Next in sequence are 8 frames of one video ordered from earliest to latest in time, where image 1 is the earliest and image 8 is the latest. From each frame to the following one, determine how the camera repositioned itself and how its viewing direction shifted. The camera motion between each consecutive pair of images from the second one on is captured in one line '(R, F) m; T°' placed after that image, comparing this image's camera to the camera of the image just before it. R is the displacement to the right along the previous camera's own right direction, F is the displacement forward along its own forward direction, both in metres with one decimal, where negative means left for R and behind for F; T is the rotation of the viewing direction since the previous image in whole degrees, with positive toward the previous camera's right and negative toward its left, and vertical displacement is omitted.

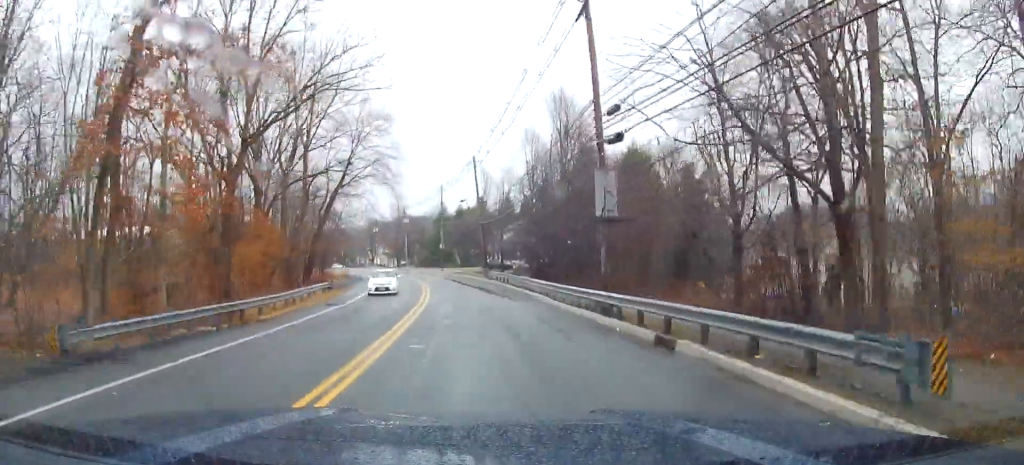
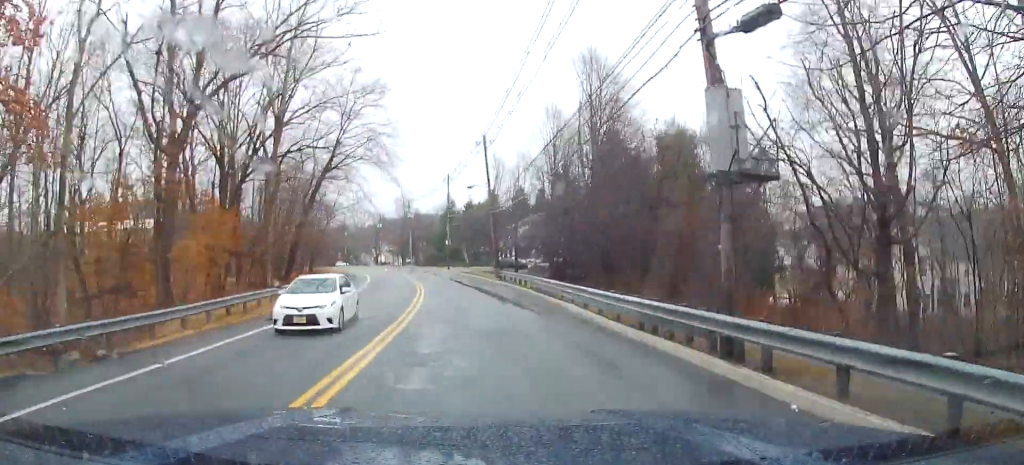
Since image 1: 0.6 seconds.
(-0.1, +8.8) m; 0°
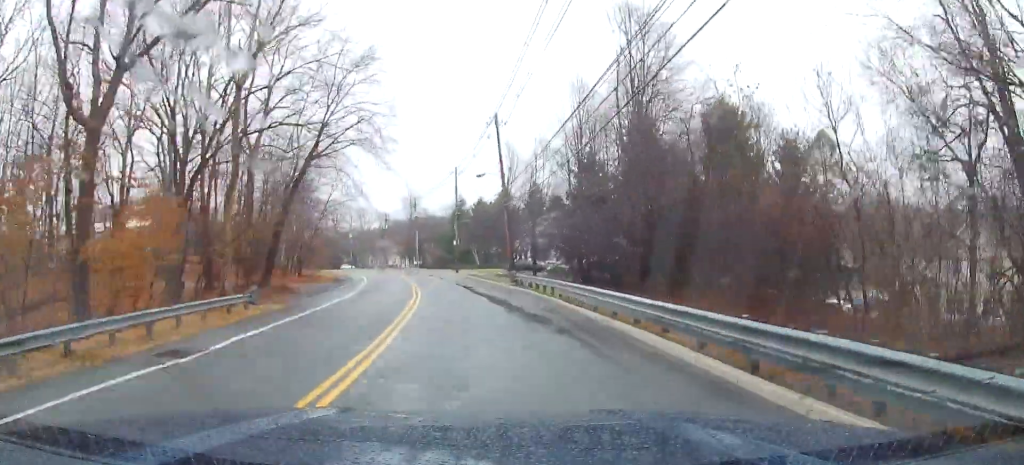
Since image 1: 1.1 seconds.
(+0.3, +7.8) m; -1°
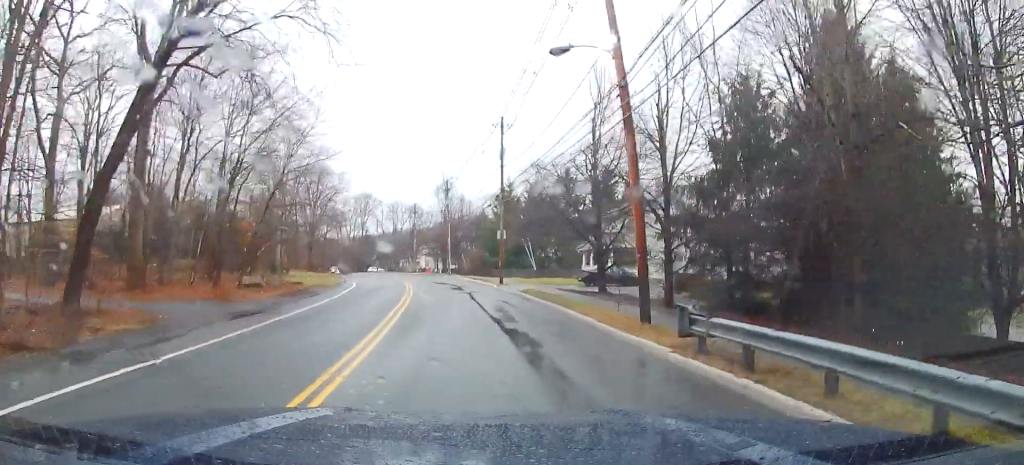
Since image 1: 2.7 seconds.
(-1.6, +24.6) m; -8°
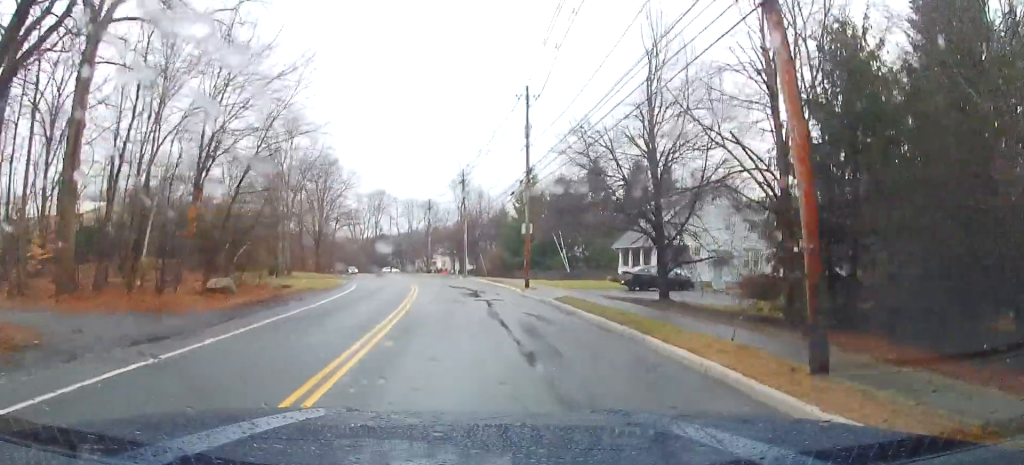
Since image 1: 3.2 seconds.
(-0.1, +7.5) m; -2°
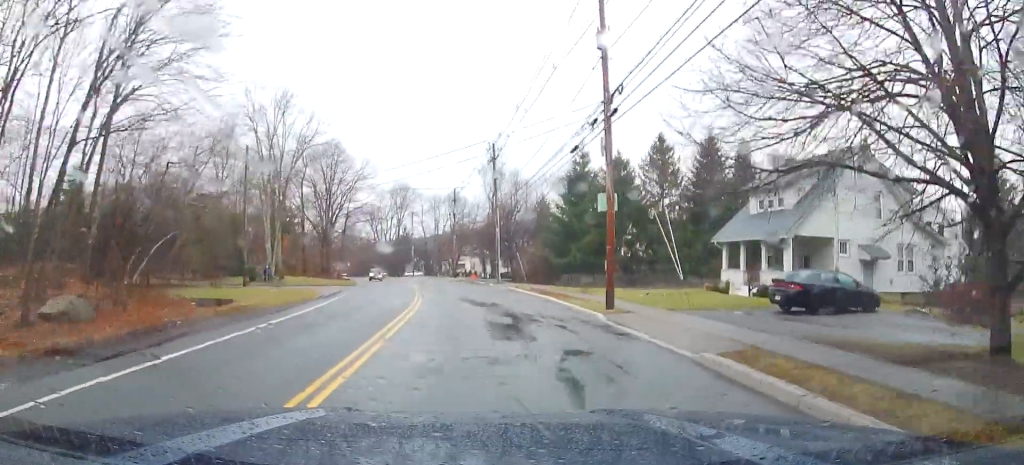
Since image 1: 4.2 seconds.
(-0.6, +15.9) m; -4°
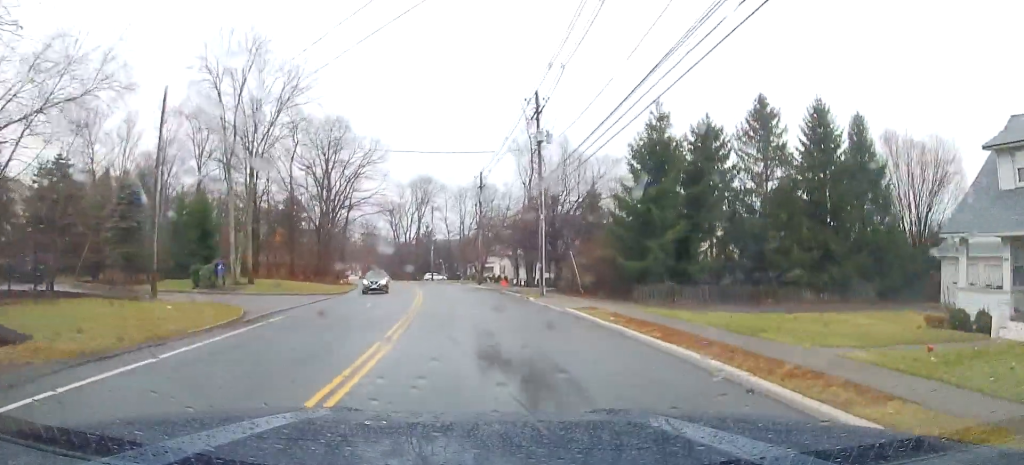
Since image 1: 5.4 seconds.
(-0.7, +17.4) m; -3°
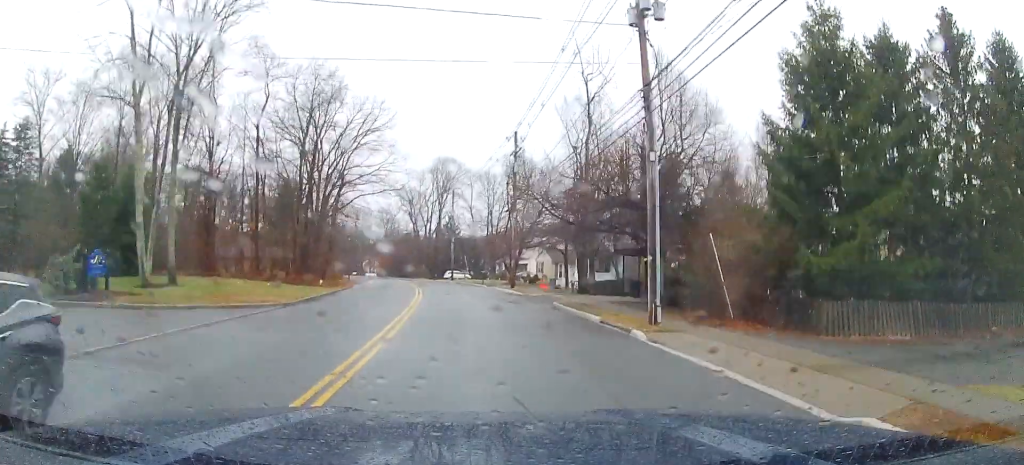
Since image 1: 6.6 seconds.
(-0.3, +18.1) m; -3°
